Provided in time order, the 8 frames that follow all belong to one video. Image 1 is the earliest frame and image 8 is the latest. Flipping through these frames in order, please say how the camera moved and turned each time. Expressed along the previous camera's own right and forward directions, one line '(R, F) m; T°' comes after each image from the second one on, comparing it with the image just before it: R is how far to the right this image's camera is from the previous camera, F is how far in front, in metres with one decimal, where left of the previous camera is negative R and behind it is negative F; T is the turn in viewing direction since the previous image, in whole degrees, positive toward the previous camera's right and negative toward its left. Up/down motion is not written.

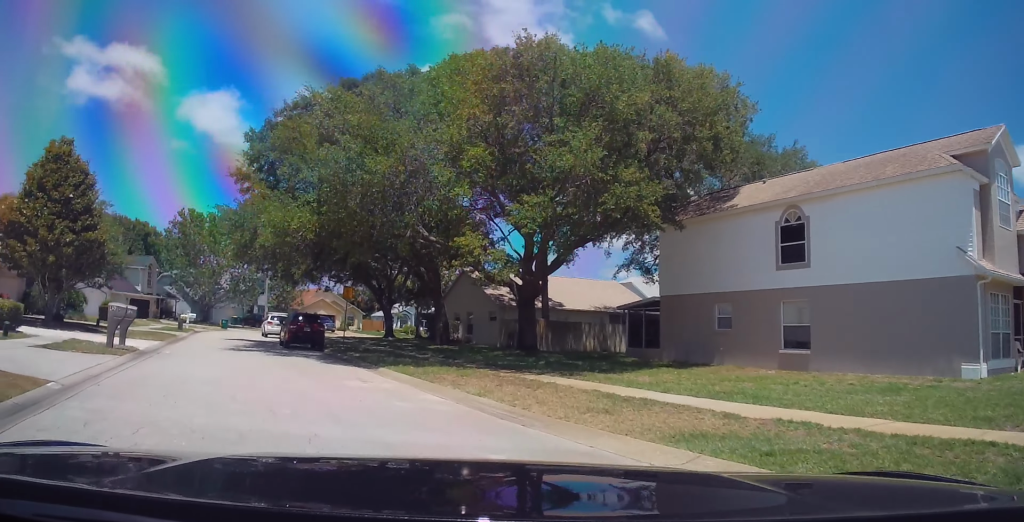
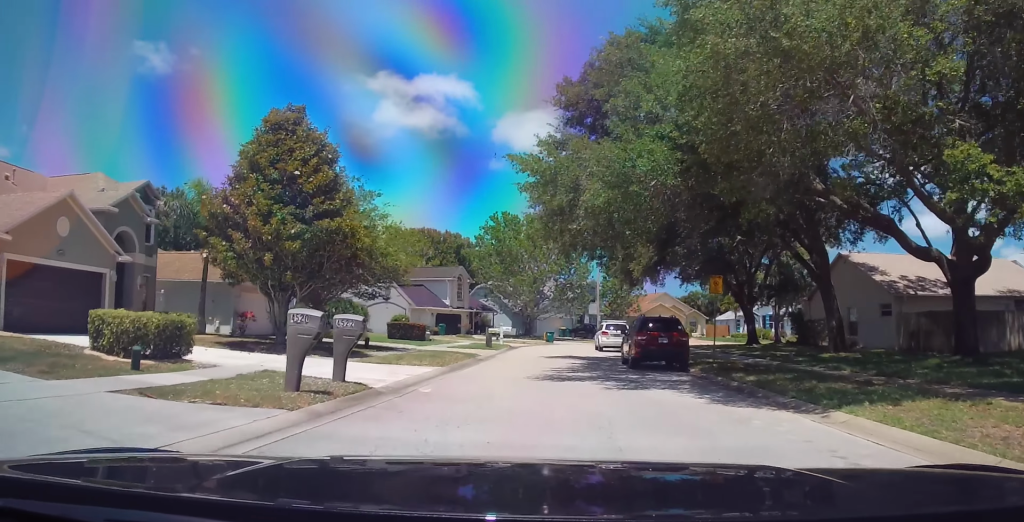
(-1.8, +8.5) m; -25°
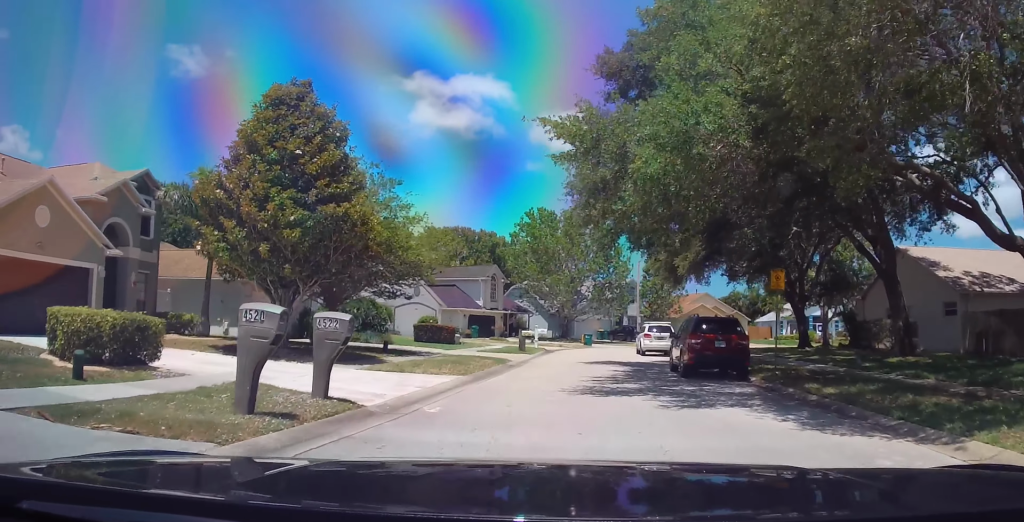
(-0.3, +2.5) m; -2°
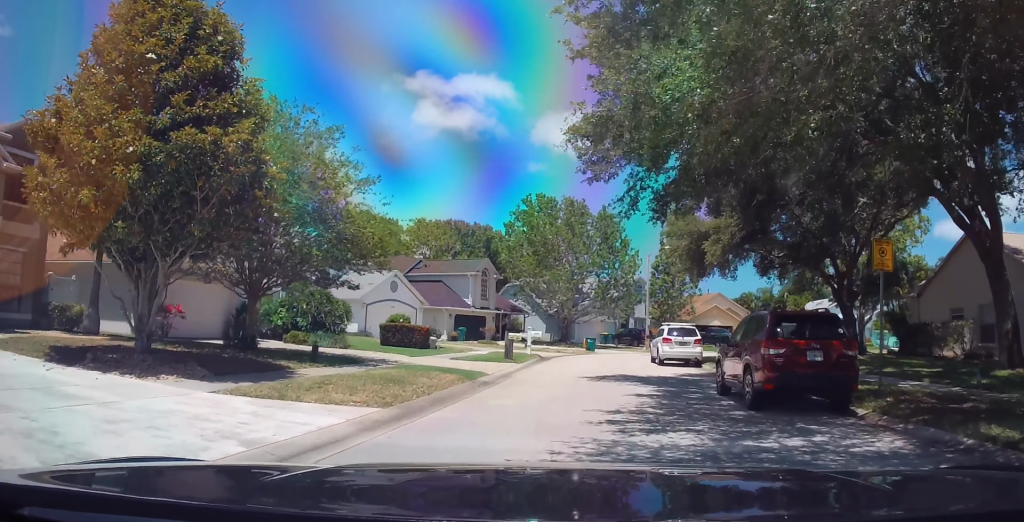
(-0.4, +6.2) m; -1°
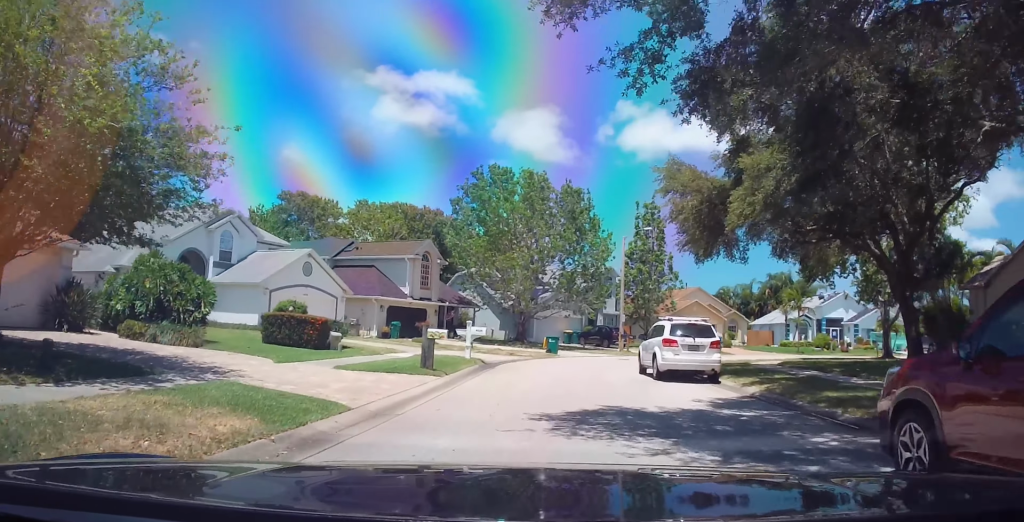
(+0.4, +8.5) m; +3°
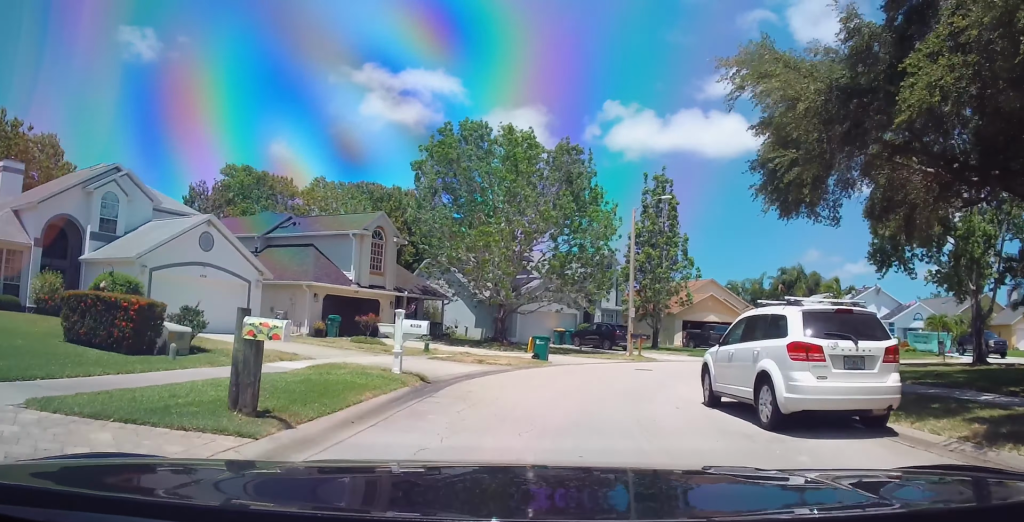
(0.0, +9.6) m; -4°
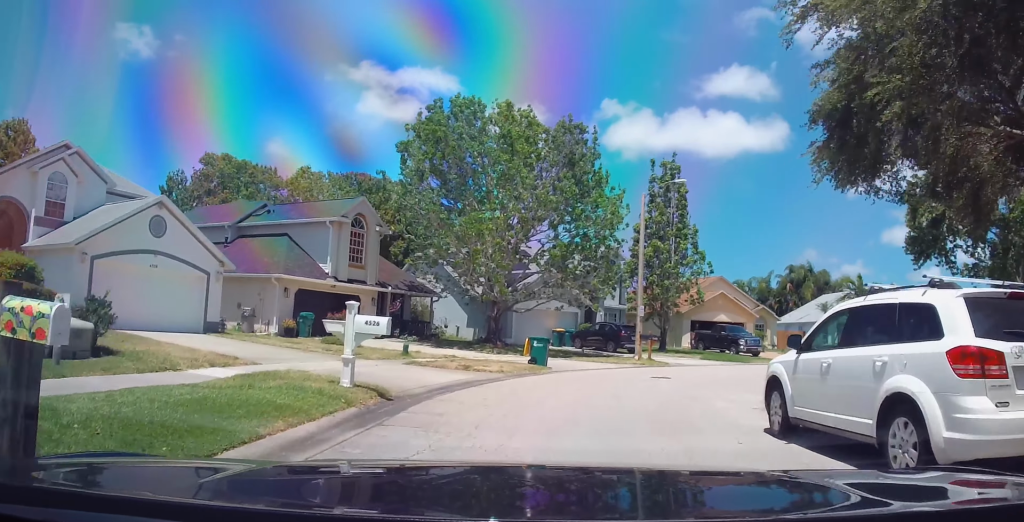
(-0.2, +3.4) m; +2°
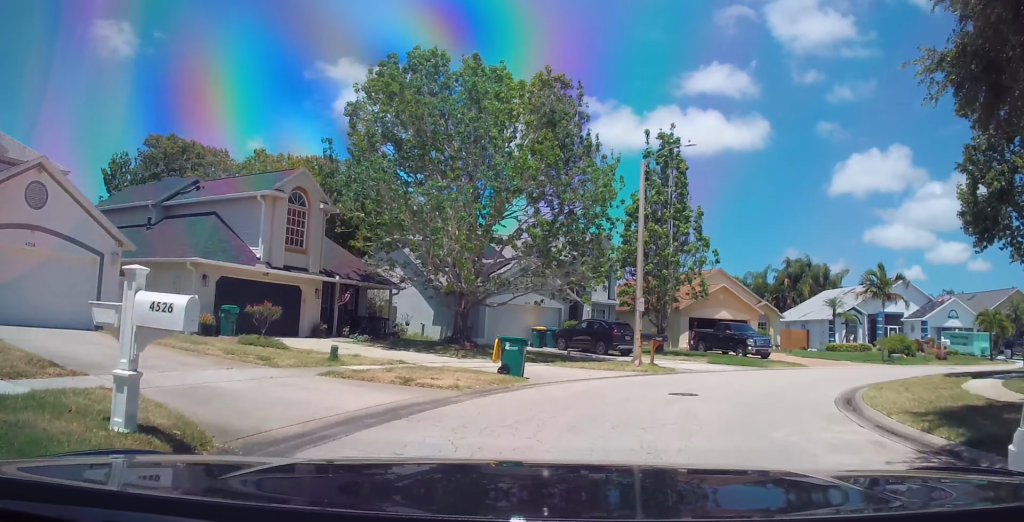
(-0.1, +5.4) m; +4°
